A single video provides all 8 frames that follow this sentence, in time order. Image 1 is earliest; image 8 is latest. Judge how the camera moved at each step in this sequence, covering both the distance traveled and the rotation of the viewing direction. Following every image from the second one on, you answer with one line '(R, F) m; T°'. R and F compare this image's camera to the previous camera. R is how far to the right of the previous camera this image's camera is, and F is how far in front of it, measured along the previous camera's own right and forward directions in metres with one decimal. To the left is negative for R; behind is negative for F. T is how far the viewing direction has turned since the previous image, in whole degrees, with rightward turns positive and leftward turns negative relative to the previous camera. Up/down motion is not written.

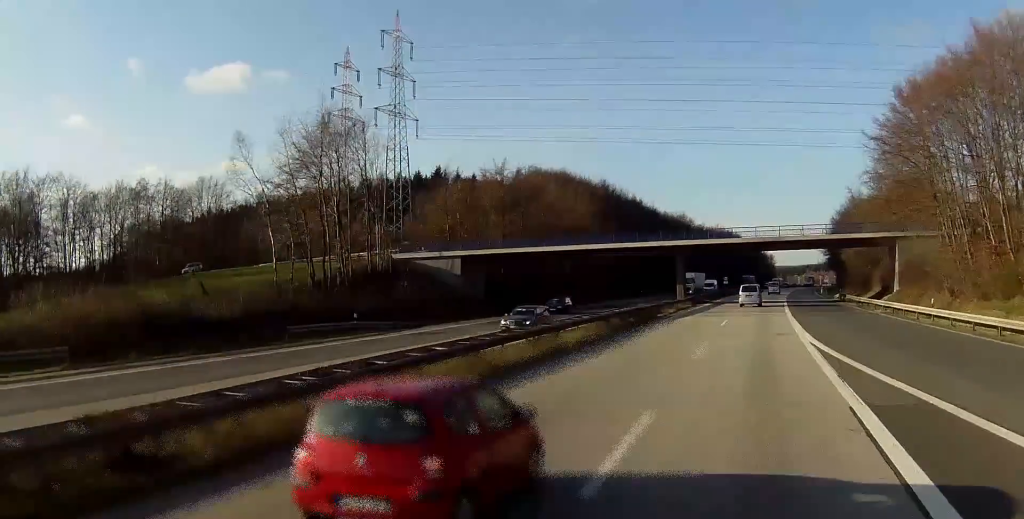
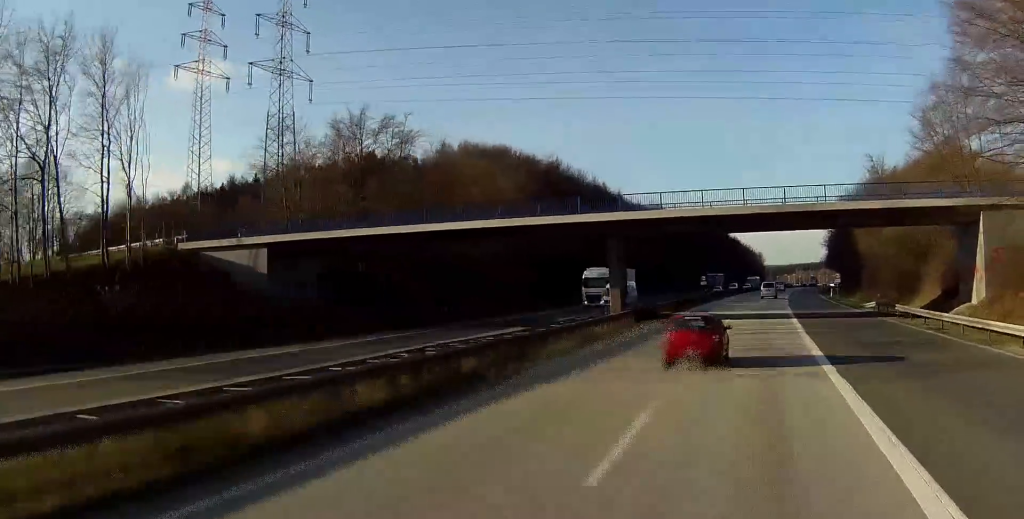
(0.0, +36.2) m; 0°
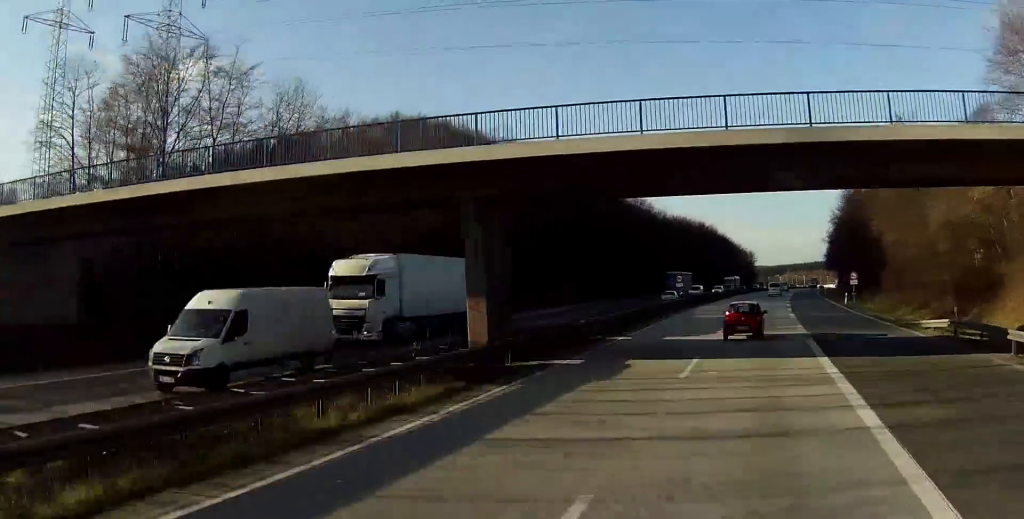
(+0.3, +25.3) m; +2°
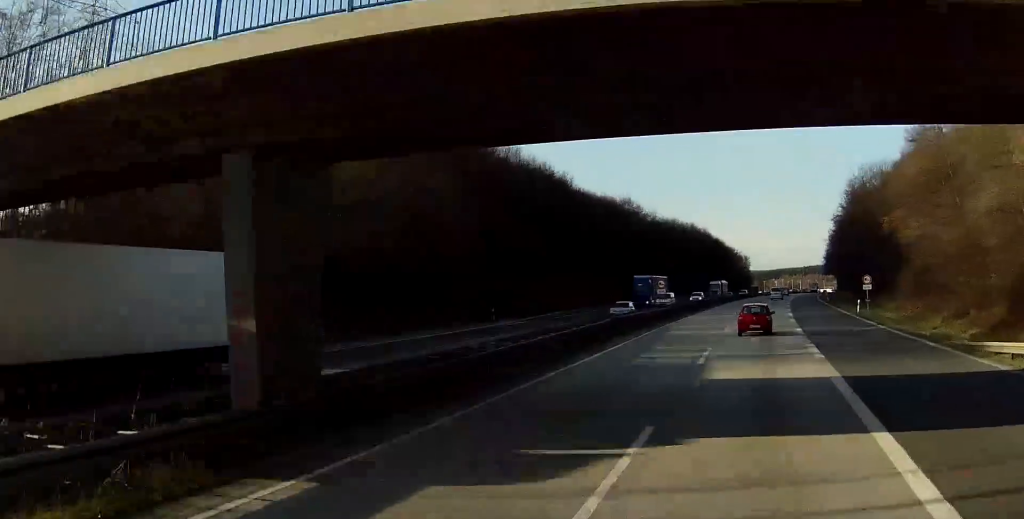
(+0.2, +13.0) m; +1°
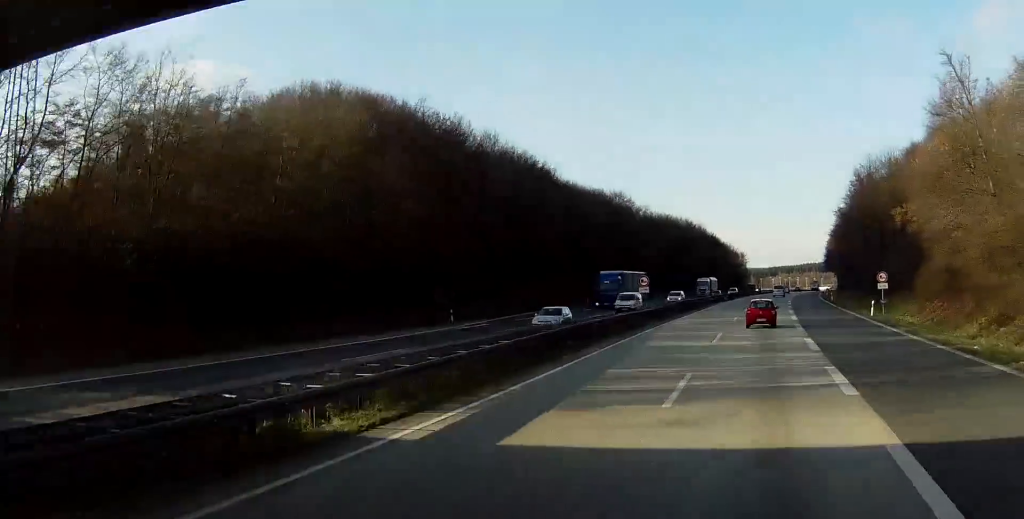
(0.0, +9.9) m; 0°
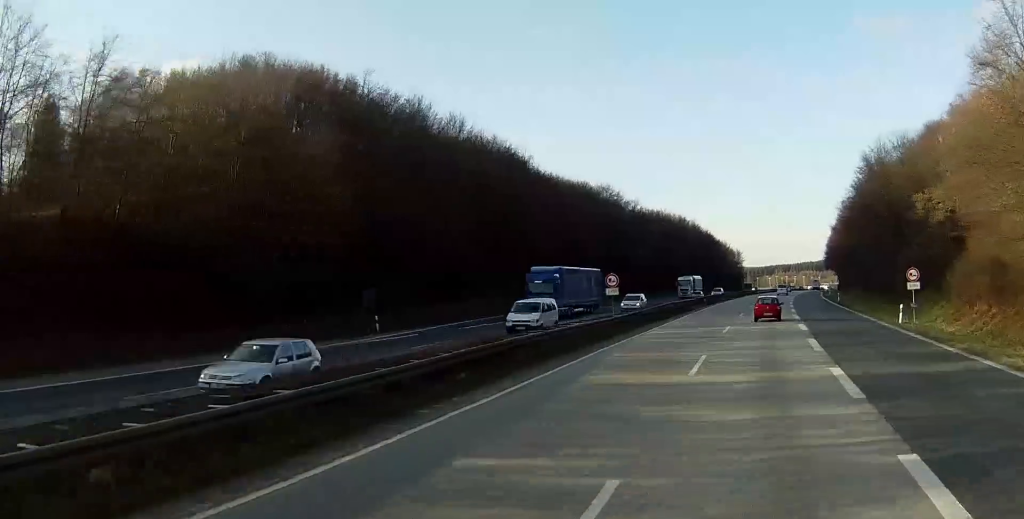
(0.0, +12.9) m; 0°
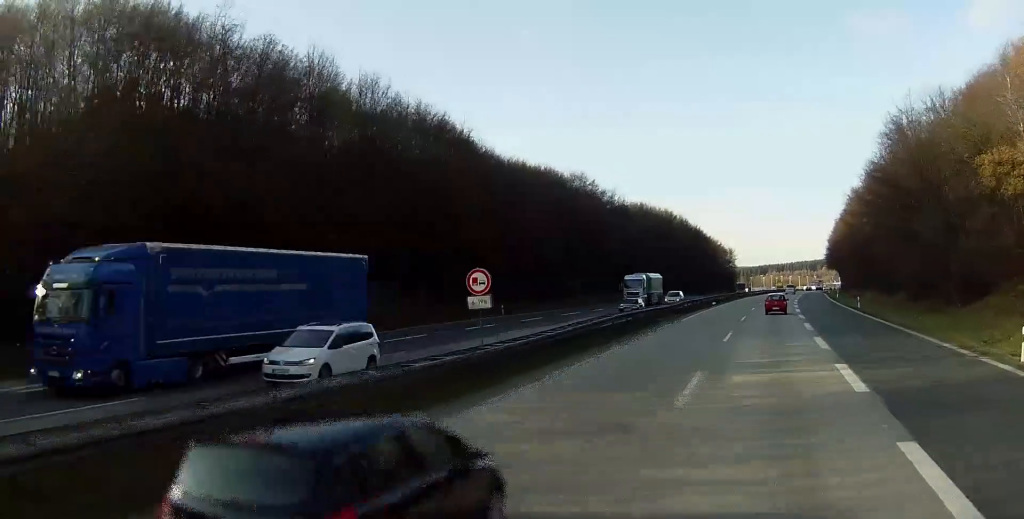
(0.0, +23.5) m; 0°
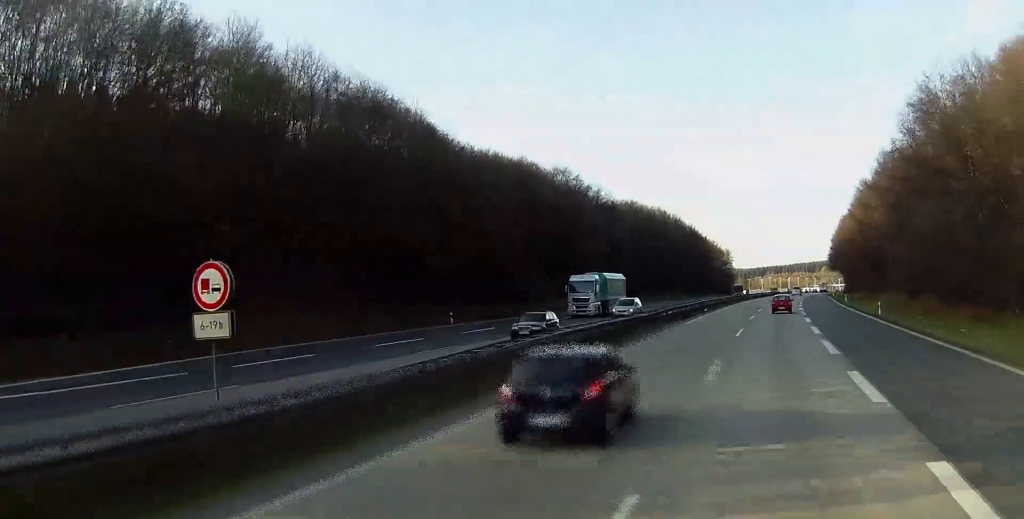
(0.0, +13.6) m; 0°
